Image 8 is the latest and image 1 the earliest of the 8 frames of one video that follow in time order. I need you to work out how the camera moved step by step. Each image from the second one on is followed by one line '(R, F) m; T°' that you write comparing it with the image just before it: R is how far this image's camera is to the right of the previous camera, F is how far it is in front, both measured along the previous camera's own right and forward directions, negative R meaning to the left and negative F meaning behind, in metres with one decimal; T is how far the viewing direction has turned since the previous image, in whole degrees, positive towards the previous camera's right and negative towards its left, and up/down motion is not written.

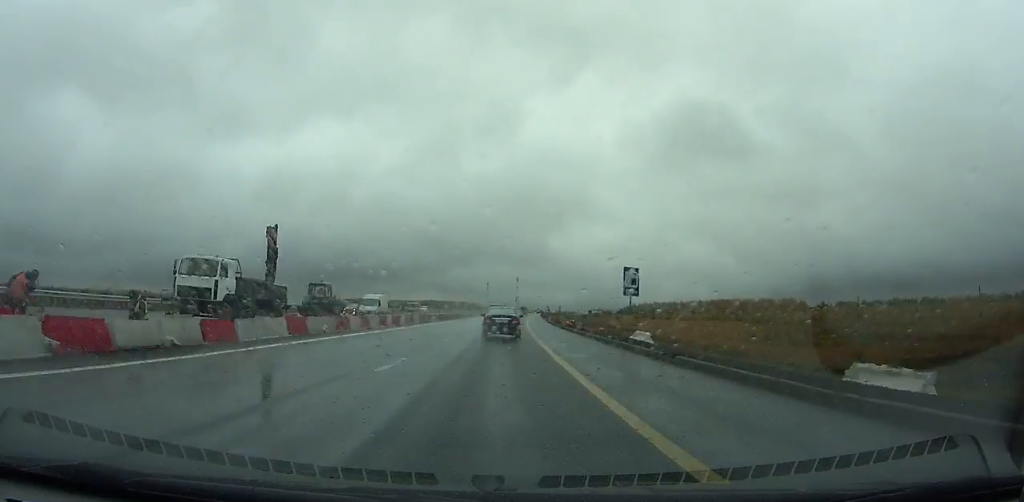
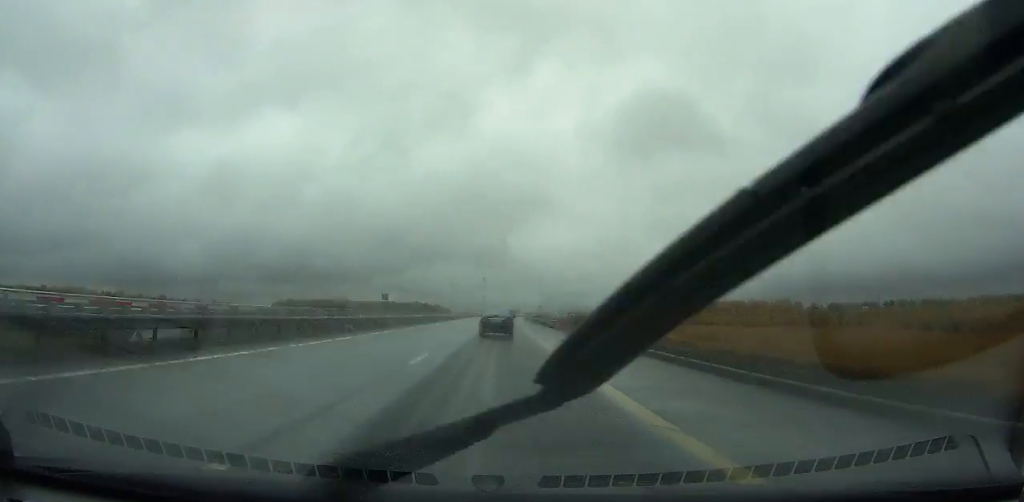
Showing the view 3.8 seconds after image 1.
(+1.9, +81.2) m; +3°
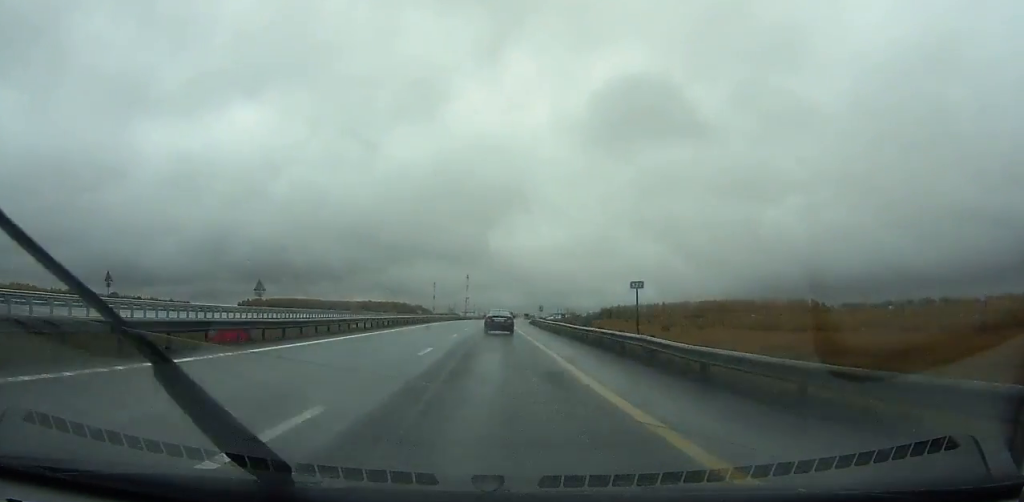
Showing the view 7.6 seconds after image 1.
(+1.5, +82.4) m; +1°
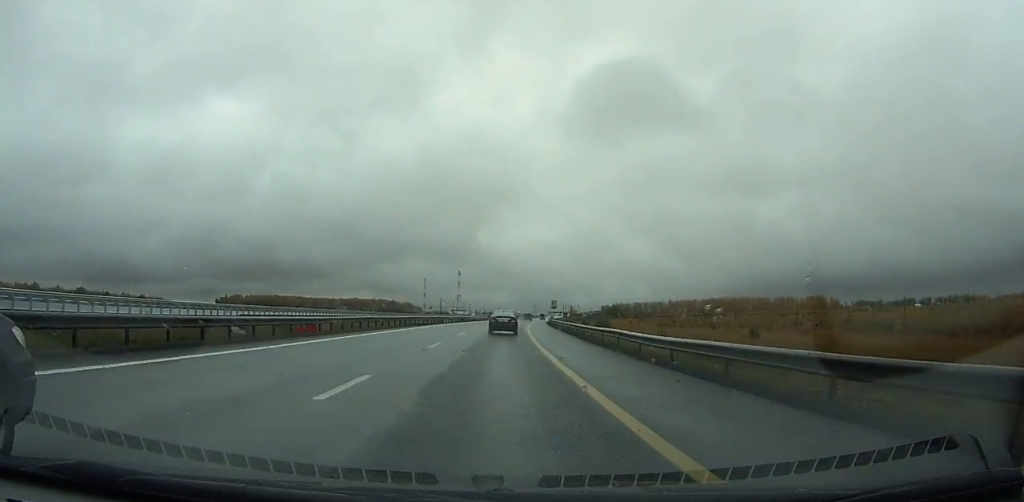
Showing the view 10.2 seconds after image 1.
(+0.2, +56.8) m; +1°
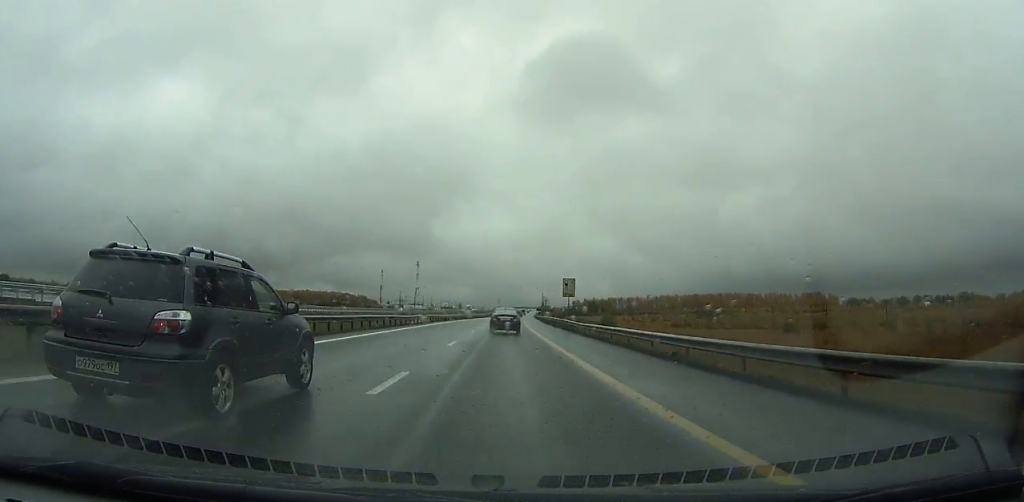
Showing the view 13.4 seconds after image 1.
(+1.3, +69.8) m; +3°
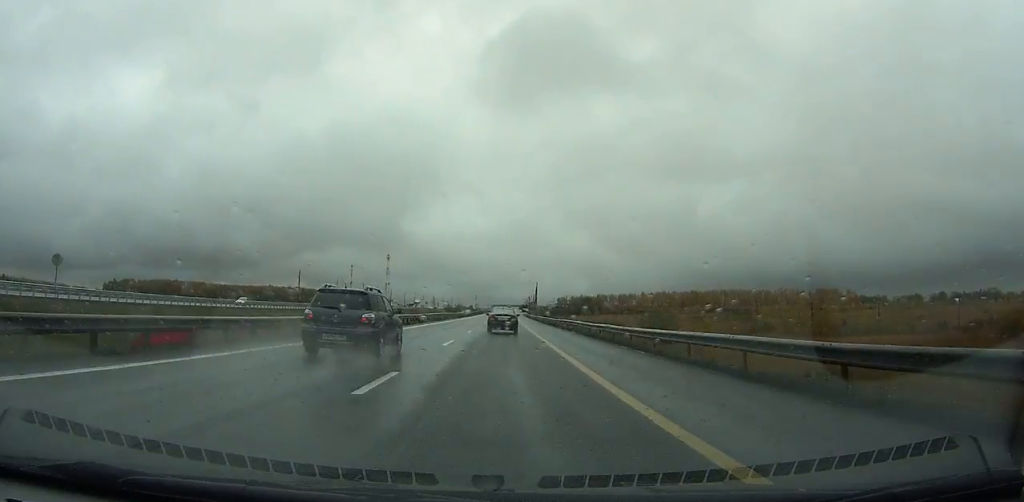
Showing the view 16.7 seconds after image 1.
(+2.0, +71.5) m; +2°
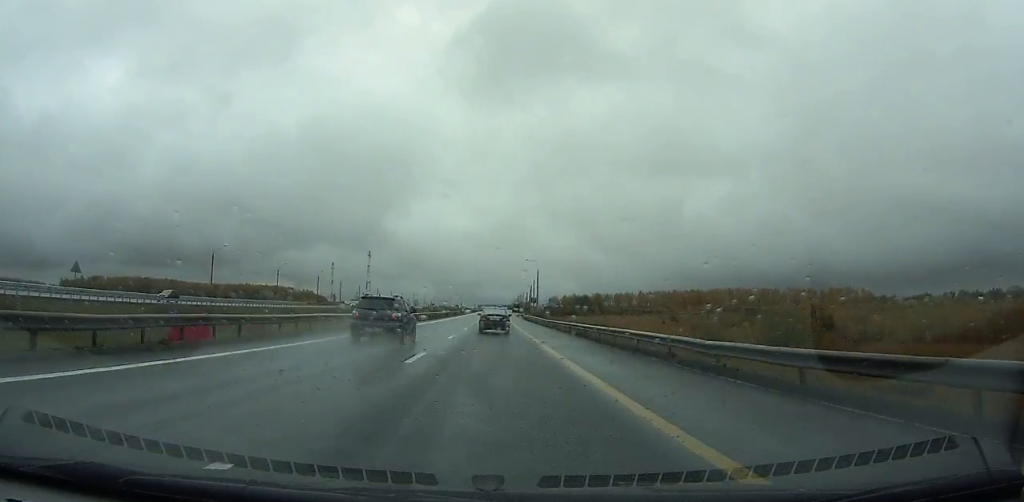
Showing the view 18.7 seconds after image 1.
(+0.3, +43.1) m; +1°
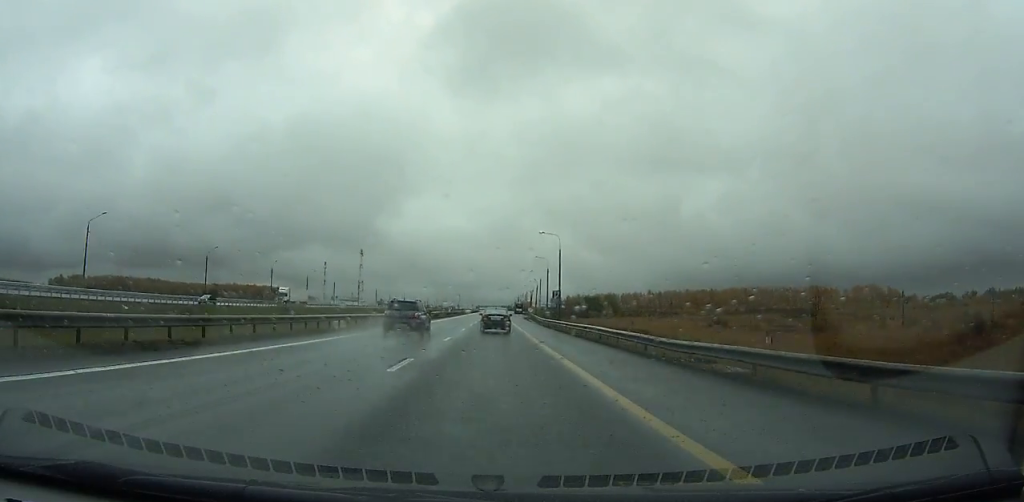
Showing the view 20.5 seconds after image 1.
(+0.3, +38.6) m; 0°
